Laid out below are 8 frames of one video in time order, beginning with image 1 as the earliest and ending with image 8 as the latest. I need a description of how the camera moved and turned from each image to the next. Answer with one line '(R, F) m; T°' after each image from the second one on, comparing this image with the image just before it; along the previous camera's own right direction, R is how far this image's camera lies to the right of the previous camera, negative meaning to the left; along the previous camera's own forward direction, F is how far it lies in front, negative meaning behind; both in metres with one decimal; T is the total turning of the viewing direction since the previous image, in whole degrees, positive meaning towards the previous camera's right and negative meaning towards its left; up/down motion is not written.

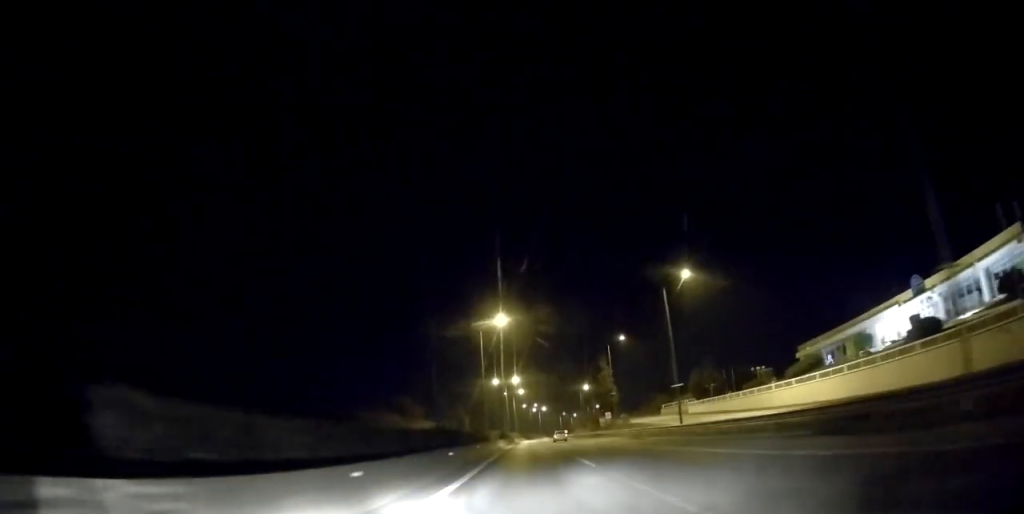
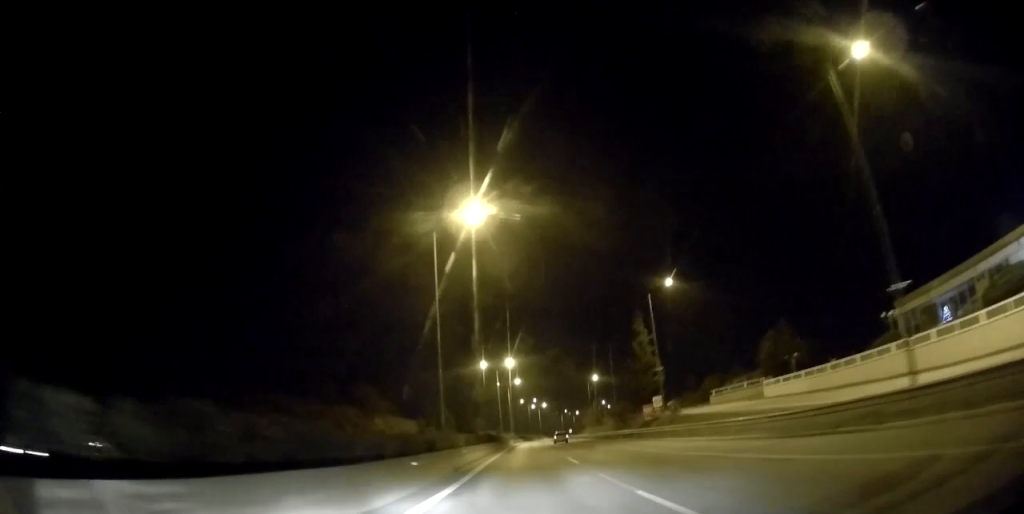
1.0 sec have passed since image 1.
(+0.3, +31.3) m; +1°
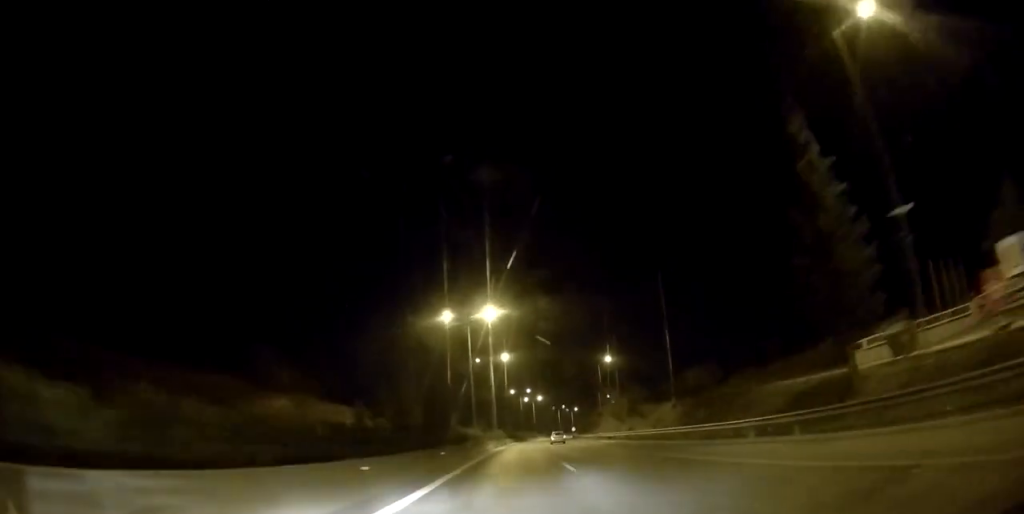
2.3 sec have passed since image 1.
(+0.2, +39.2) m; 0°
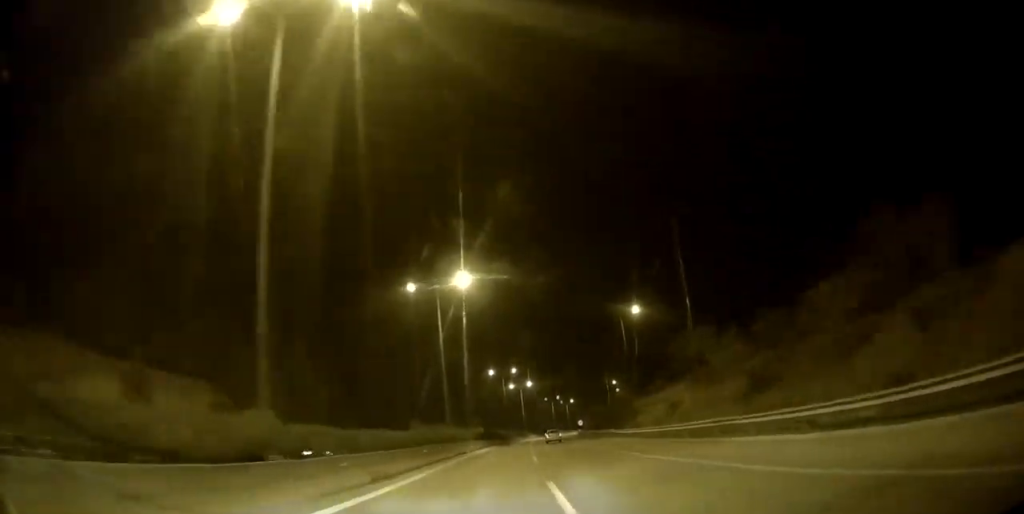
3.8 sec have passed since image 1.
(+0.3, +46.0) m; +1°
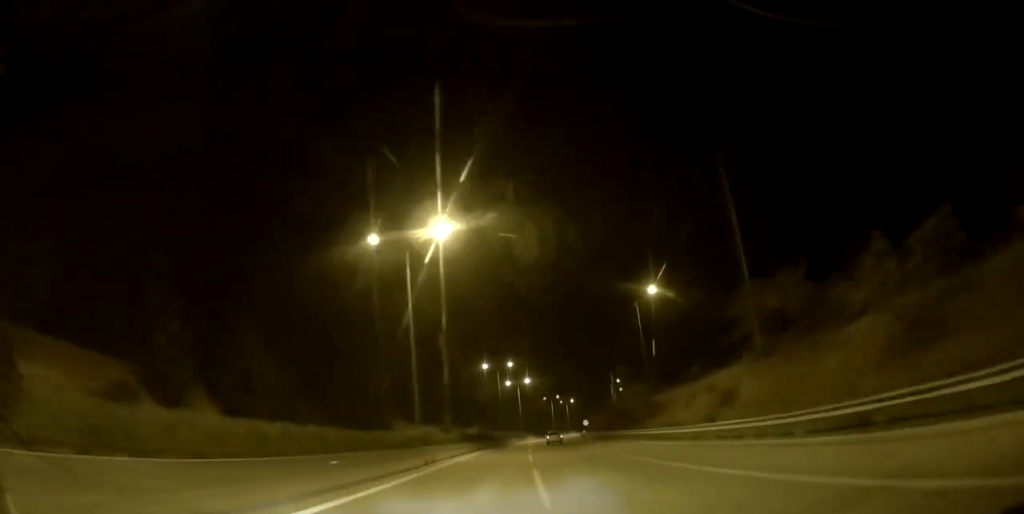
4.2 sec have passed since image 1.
(0.0, +12.1) m; 0°
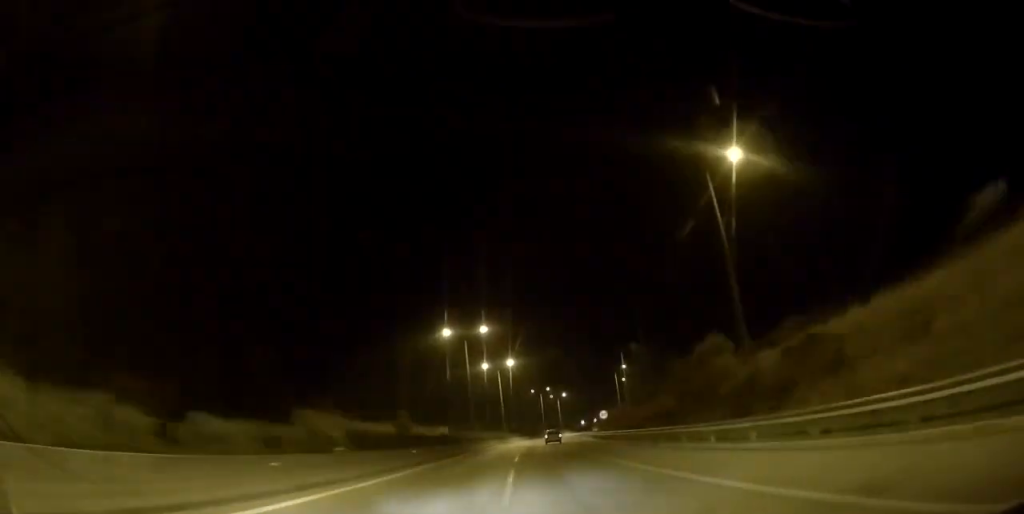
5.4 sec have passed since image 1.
(+0.3, +34.3) m; +1°
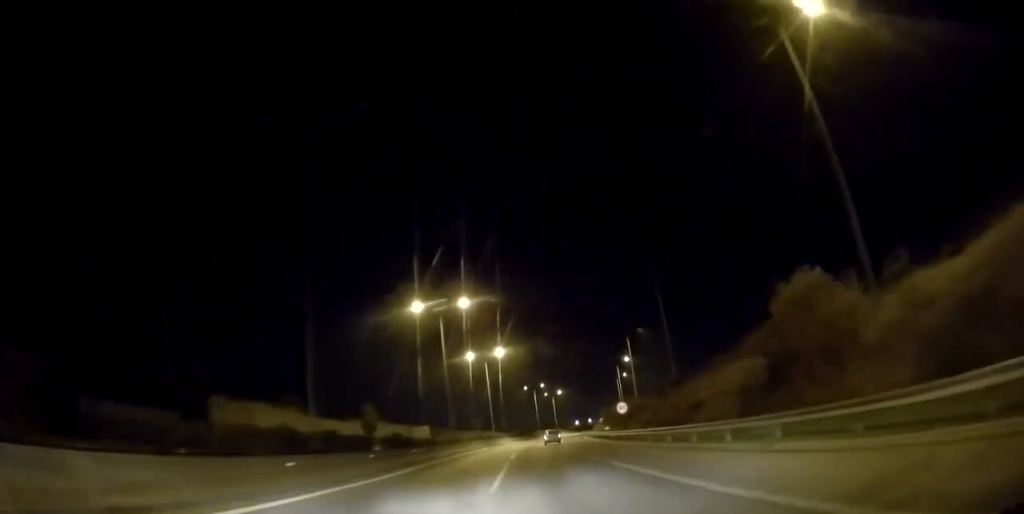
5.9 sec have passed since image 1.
(+0.1, +14.4) m; +1°
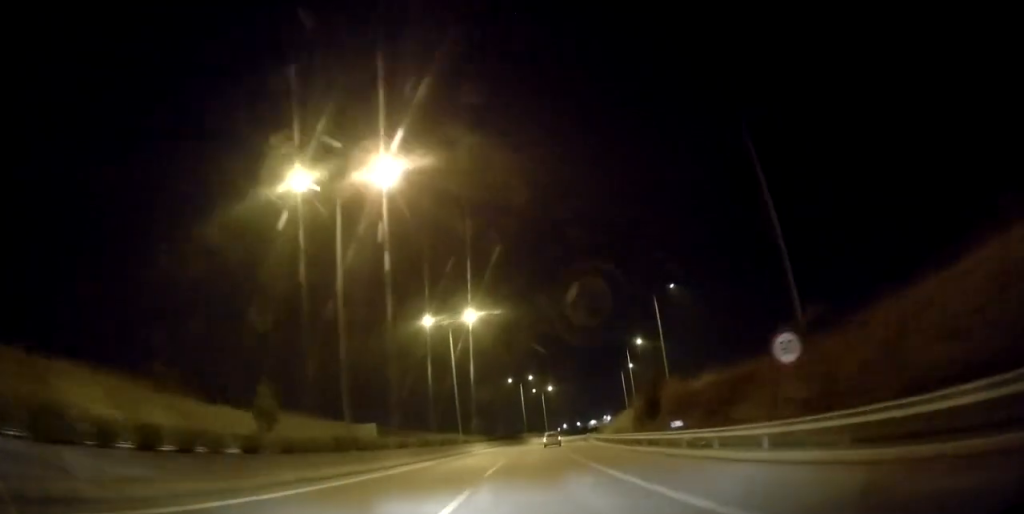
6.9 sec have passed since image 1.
(+0.4, +28.3) m; +1°
